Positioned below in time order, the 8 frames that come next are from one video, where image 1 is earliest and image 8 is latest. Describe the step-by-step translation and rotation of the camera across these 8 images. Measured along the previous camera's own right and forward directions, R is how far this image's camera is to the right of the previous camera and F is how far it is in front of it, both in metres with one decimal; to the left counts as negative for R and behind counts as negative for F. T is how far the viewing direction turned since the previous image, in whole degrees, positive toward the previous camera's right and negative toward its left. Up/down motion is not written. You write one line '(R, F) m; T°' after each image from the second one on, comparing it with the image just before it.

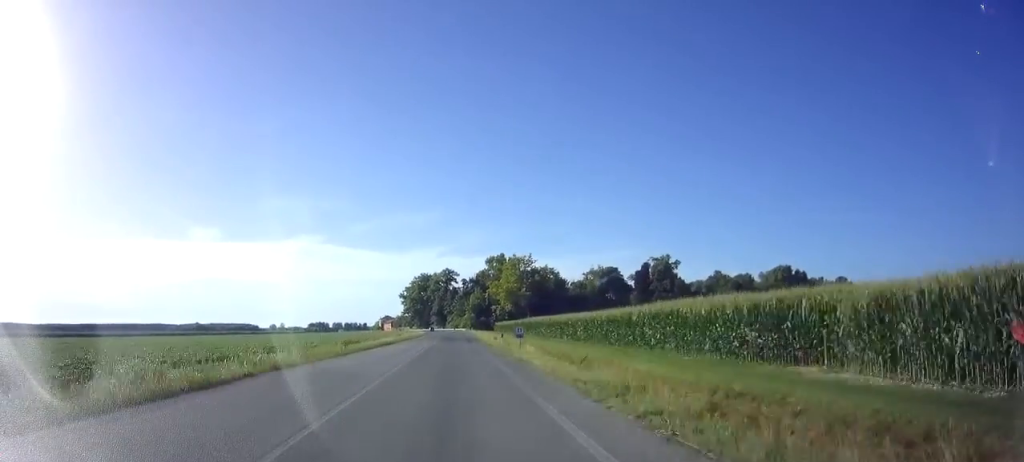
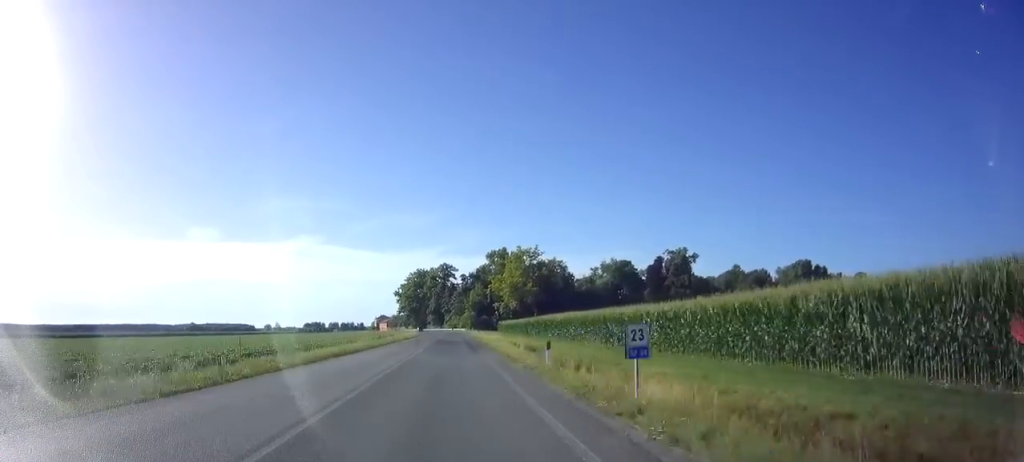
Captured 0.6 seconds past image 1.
(0.0, +18.1) m; 0°
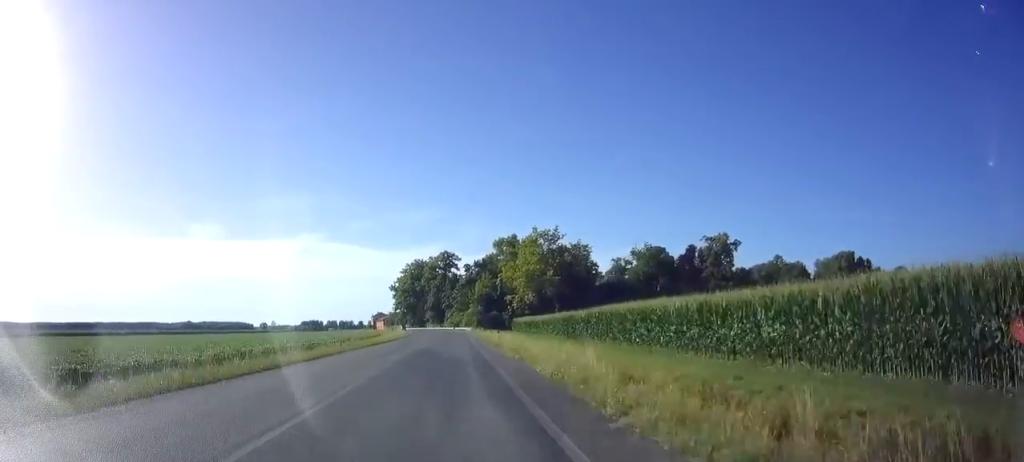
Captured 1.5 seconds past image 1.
(-0.1, +29.8) m; 0°
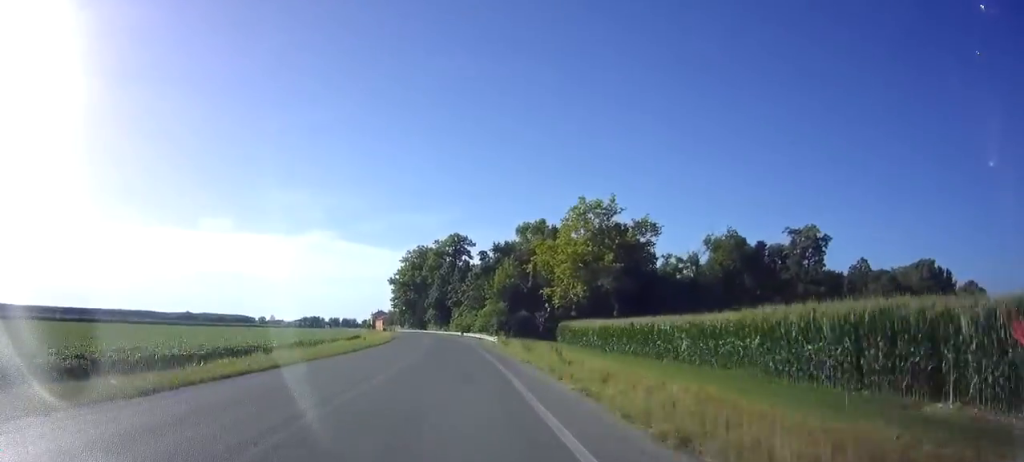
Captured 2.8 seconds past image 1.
(-0.1, +42.6) m; -1°
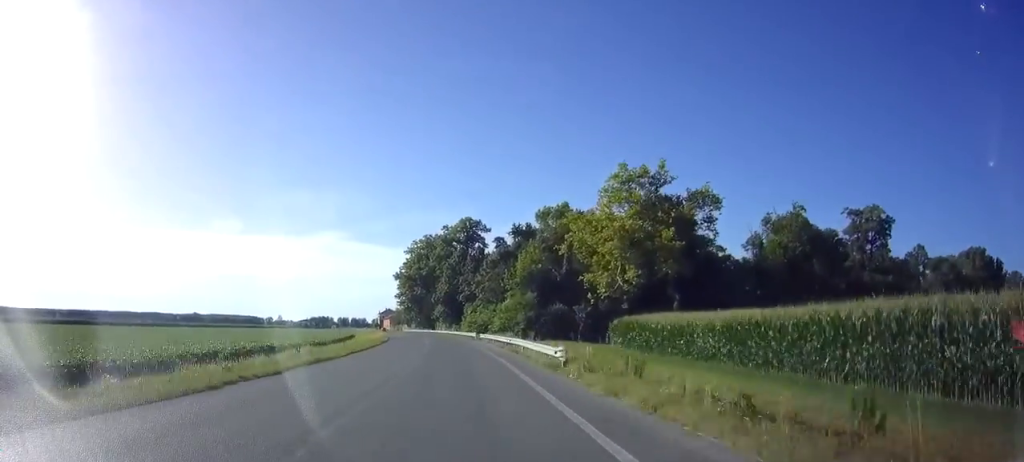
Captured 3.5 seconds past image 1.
(0.0, +20.1) m; -1°
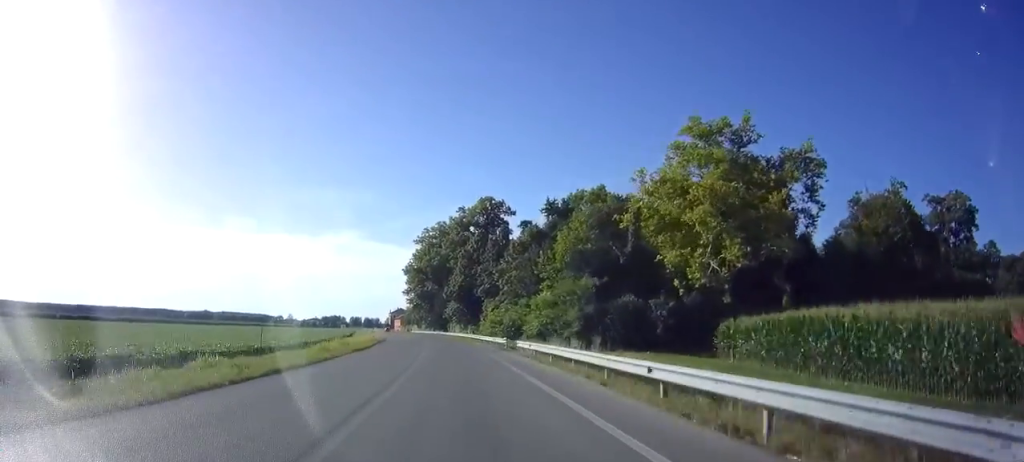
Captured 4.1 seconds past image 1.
(-0.3, +21.0) m; -2°
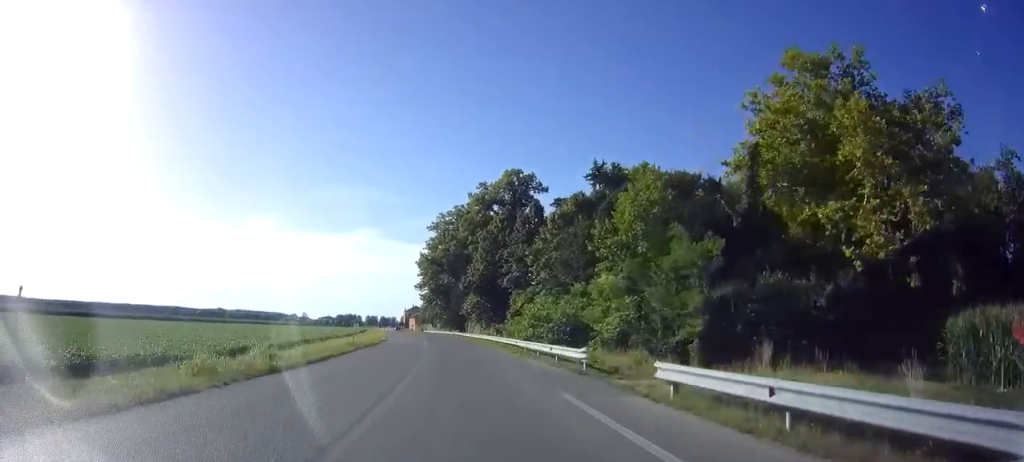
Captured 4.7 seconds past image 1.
(-0.2, +17.9) m; -1°
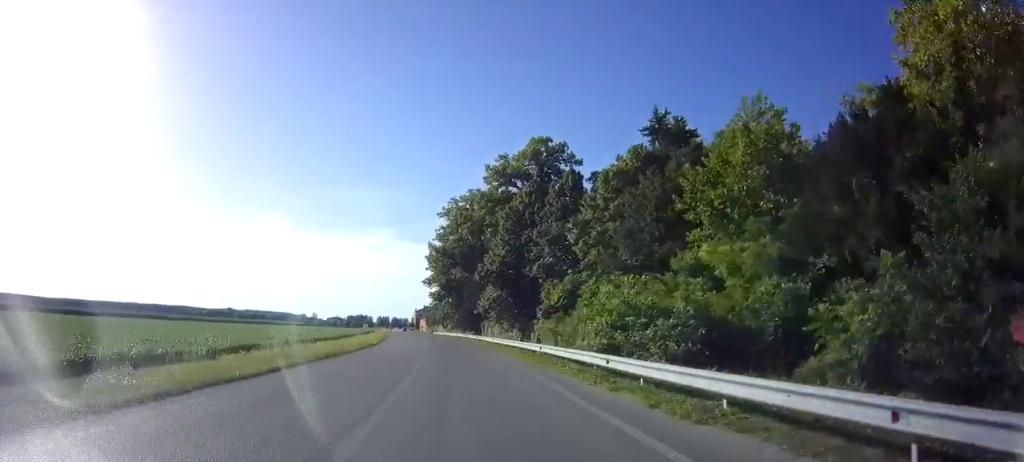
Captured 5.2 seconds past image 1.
(-0.2, +15.8) m; -1°
